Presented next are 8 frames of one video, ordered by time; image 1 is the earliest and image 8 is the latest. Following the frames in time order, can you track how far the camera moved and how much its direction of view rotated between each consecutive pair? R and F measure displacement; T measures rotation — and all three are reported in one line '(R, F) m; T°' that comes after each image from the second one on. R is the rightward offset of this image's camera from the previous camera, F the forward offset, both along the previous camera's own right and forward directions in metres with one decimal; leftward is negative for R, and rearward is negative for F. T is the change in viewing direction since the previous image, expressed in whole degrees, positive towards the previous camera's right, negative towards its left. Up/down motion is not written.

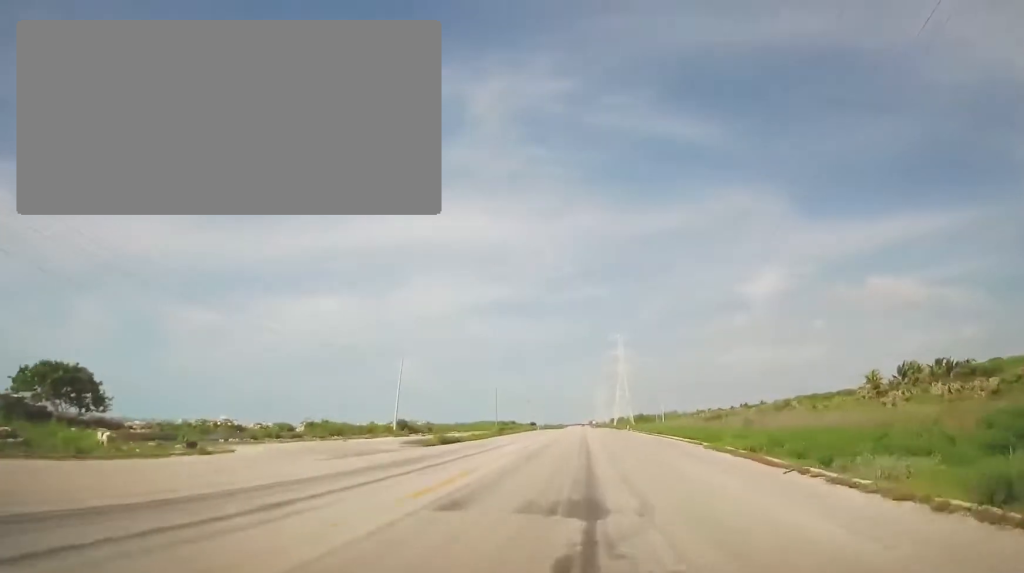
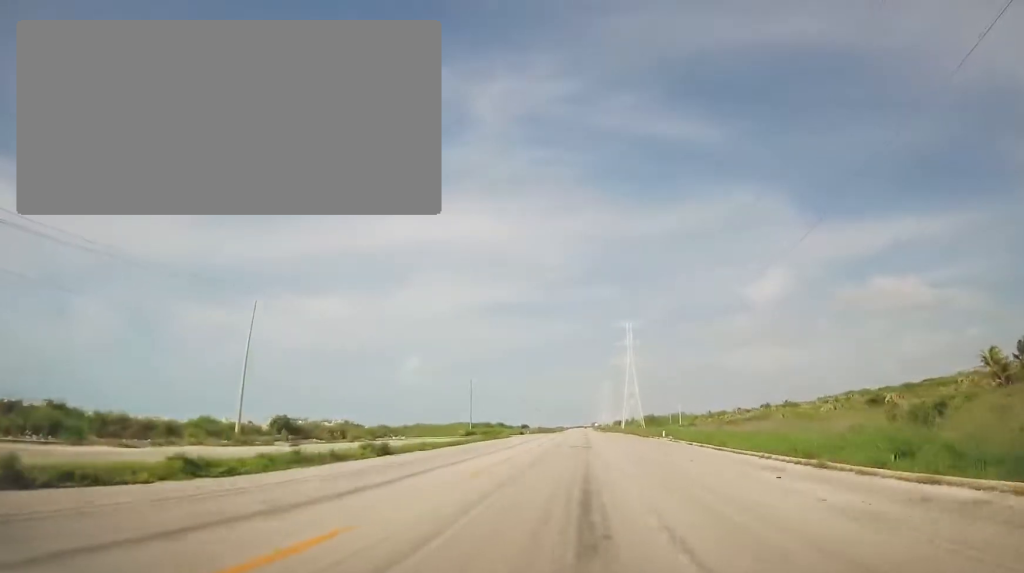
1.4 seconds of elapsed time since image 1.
(0.0, +38.3) m; -1°
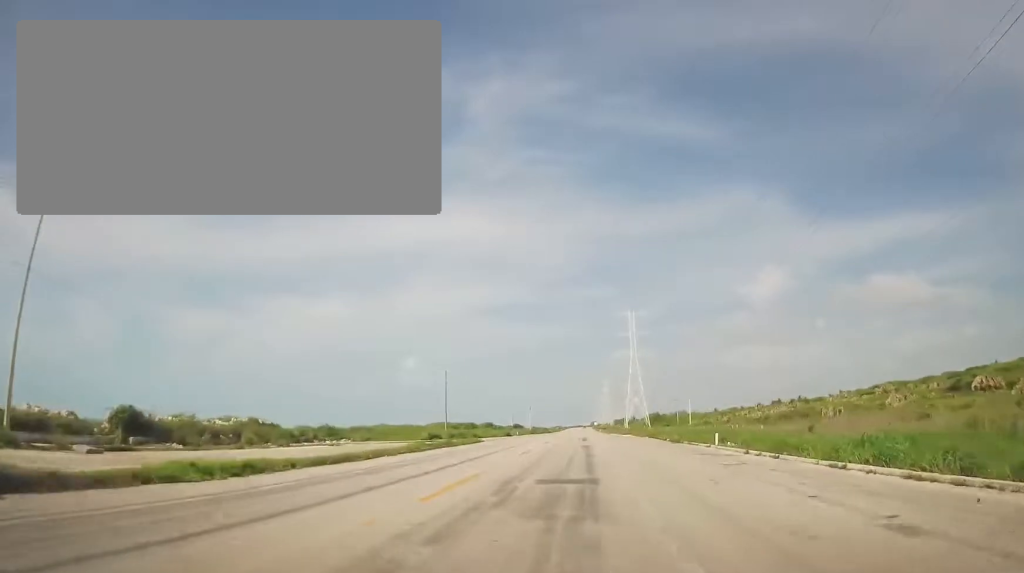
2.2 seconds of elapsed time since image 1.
(-0.1, +21.1) m; 0°
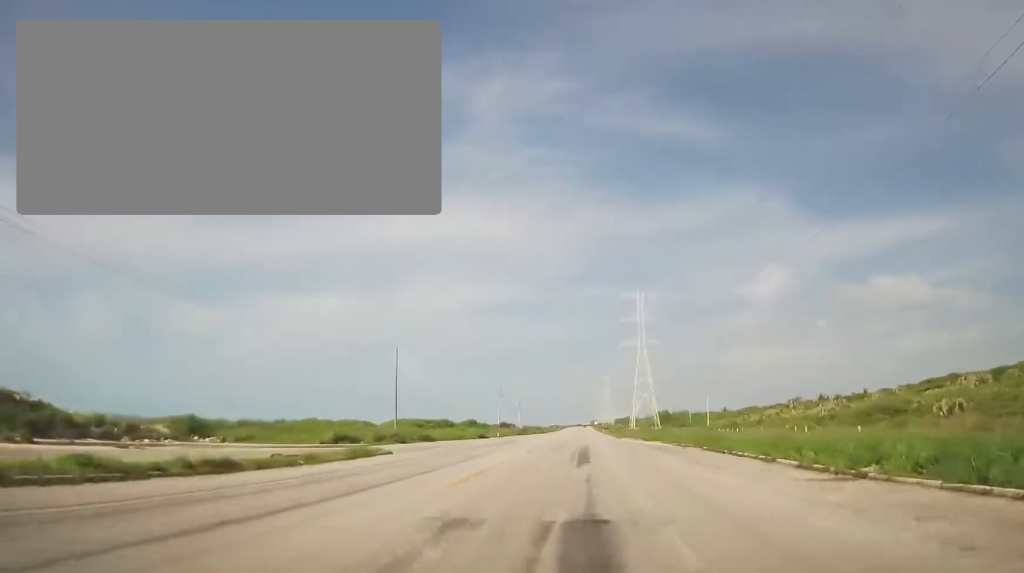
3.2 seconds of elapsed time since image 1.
(0.0, +26.9) m; 0°
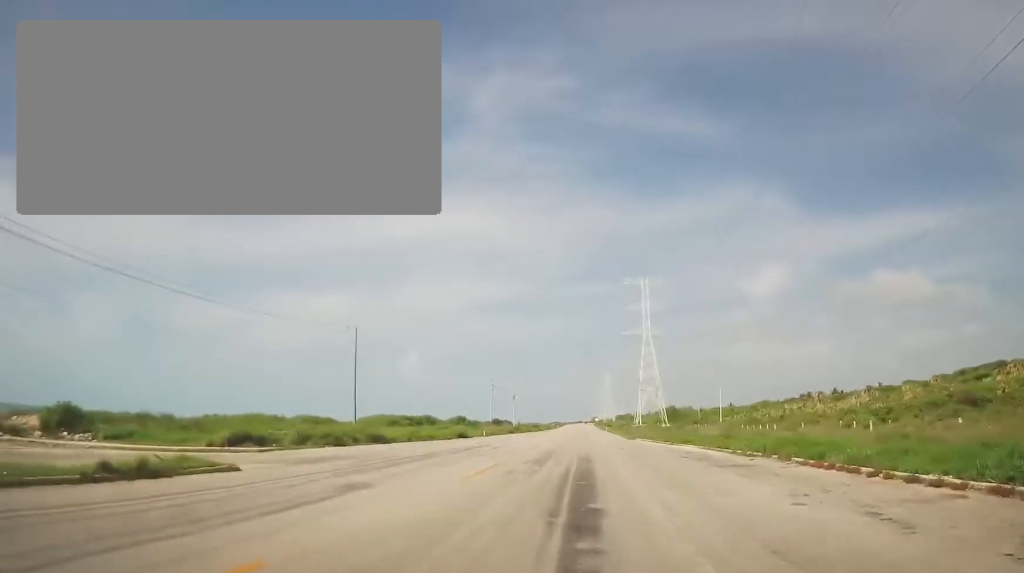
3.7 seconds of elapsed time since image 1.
(-0.1, +13.9) m; 0°
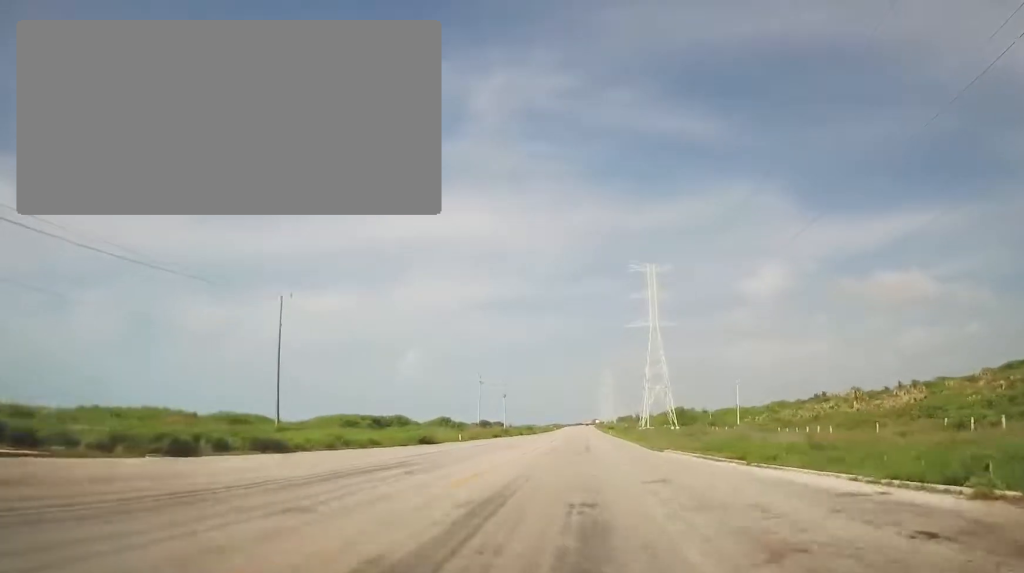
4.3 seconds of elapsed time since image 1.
(+0.2, +16.0) m; 0°
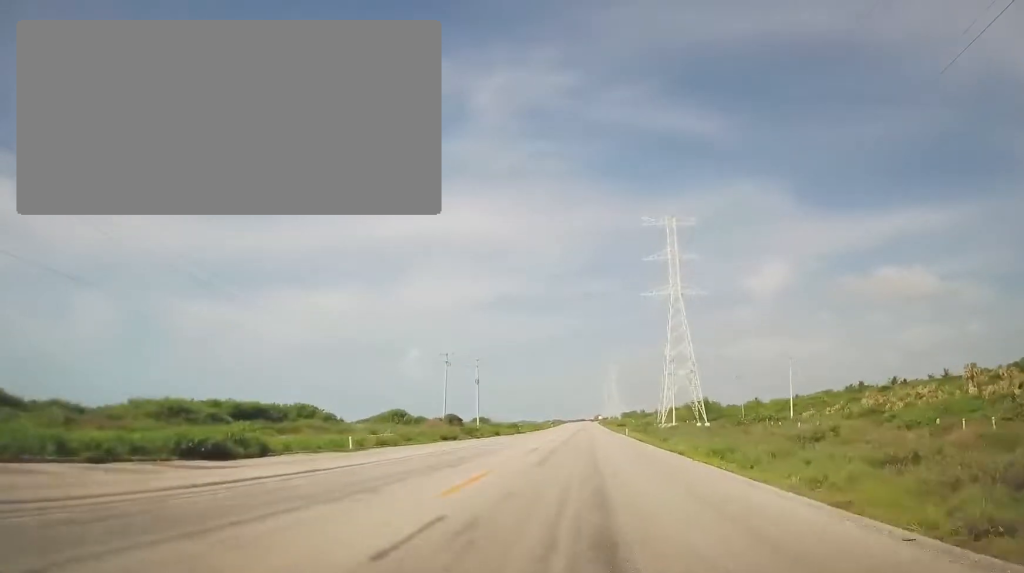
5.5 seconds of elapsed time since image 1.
(-0.3, +31.7) m; +1°
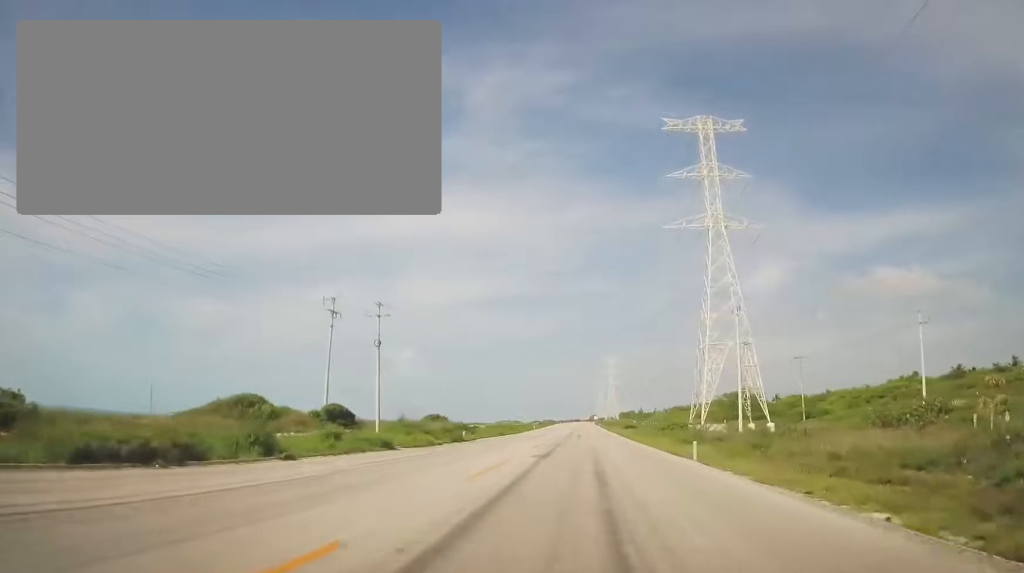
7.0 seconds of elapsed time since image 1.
(+0.7, +40.2) m; 0°
